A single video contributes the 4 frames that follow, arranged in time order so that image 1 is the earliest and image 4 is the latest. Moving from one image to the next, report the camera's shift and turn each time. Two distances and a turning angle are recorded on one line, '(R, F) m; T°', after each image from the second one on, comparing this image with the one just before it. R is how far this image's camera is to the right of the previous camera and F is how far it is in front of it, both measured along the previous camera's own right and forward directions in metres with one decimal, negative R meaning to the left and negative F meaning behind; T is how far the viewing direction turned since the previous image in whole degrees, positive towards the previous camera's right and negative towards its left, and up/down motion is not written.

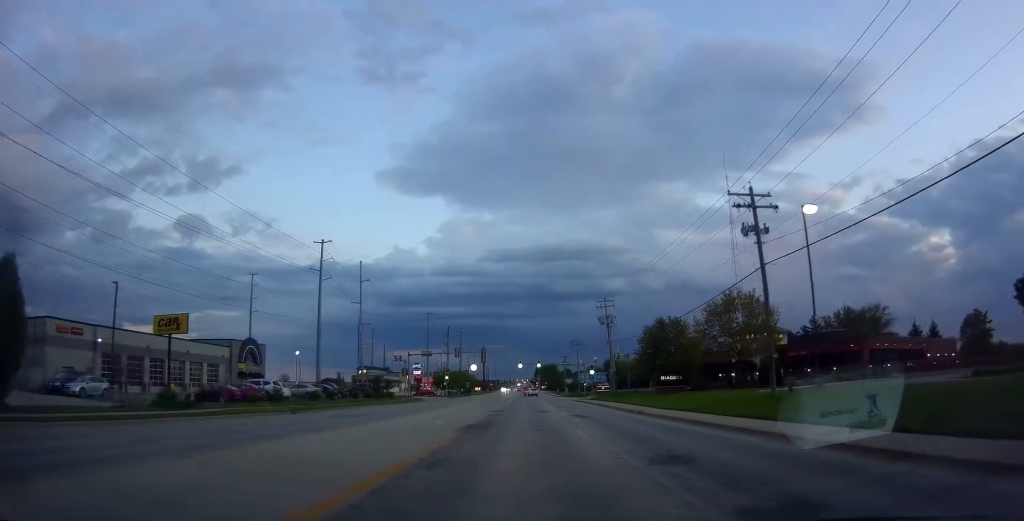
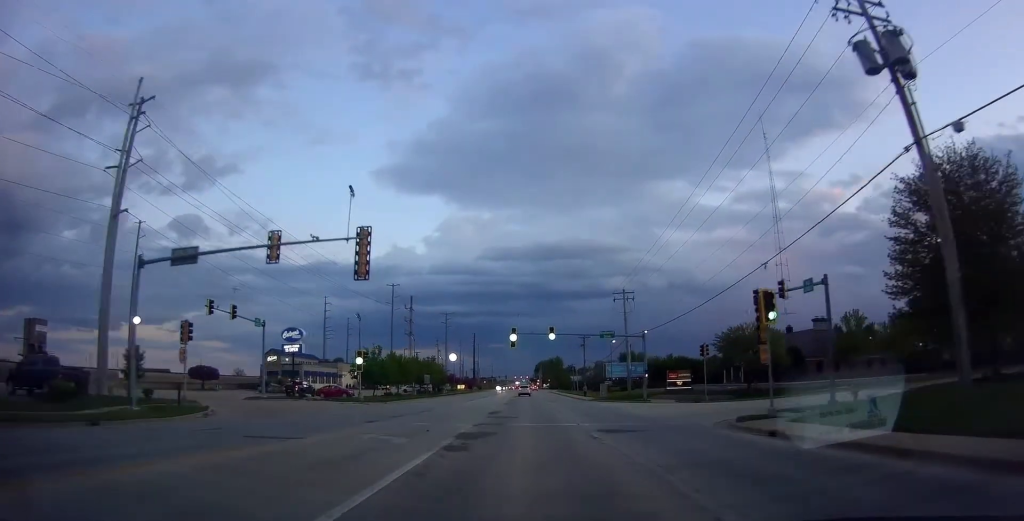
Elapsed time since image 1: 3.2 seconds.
(-1.1, +61.6) m; -2°
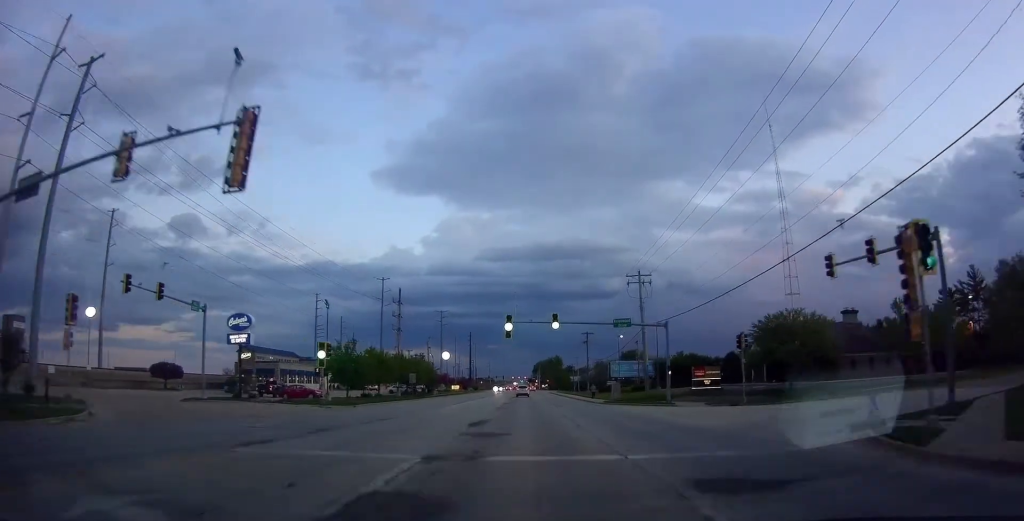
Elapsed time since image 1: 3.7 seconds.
(+0.1, +10.1) m; 0°
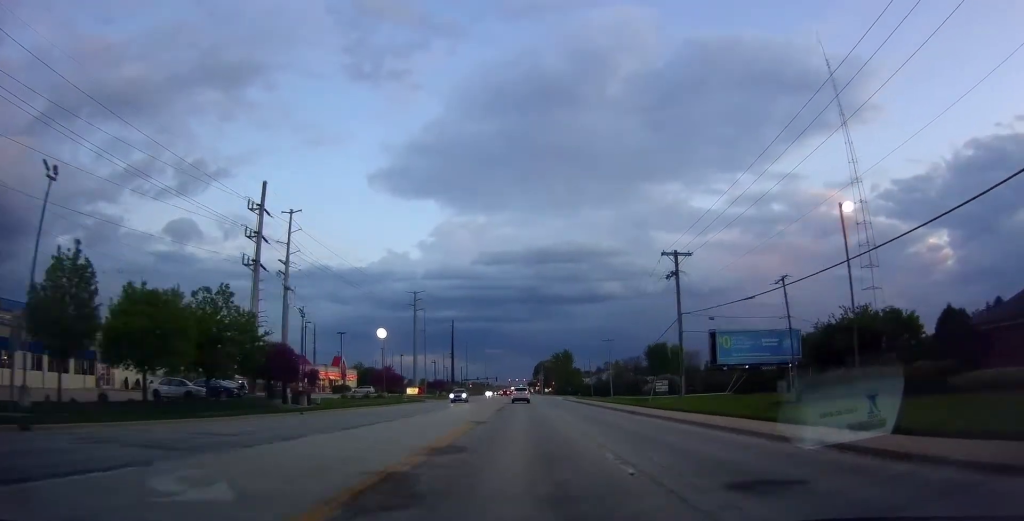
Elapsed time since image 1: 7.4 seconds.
(+0.5, +66.6) m; -1°
